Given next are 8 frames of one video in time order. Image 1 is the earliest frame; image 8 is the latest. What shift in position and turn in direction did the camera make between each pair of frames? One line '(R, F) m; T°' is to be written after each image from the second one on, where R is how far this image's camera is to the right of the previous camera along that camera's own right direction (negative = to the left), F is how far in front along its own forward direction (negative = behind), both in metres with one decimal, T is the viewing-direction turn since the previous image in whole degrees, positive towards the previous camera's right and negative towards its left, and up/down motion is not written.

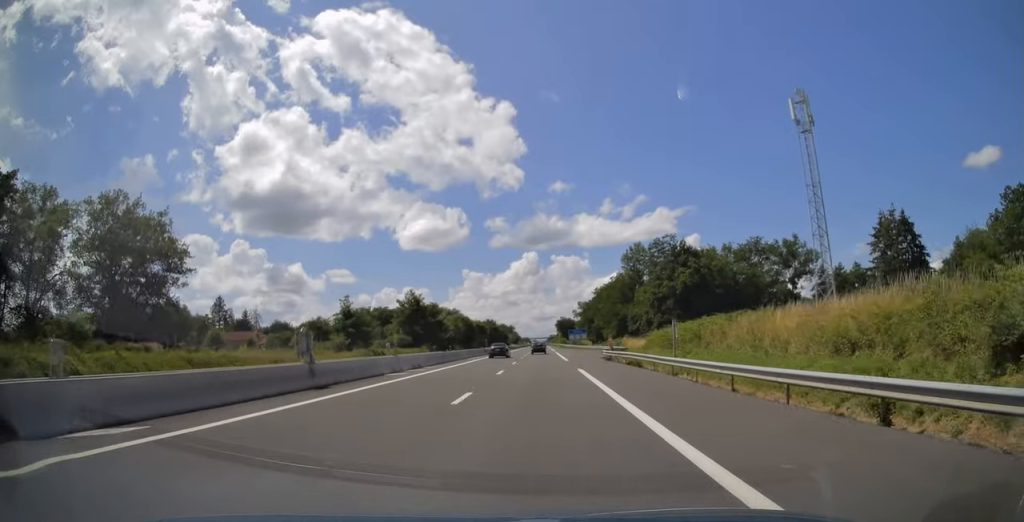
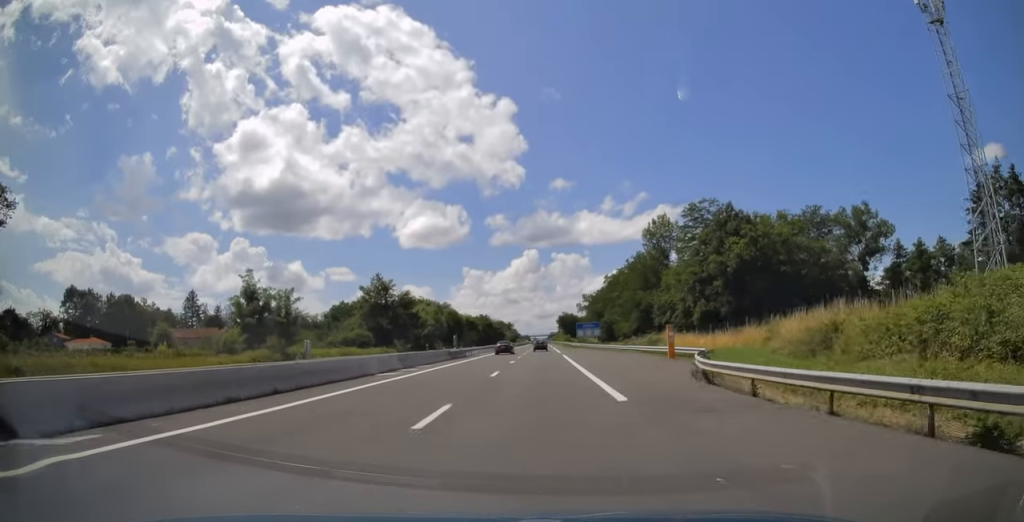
(0.0, +29.7) m; 0°
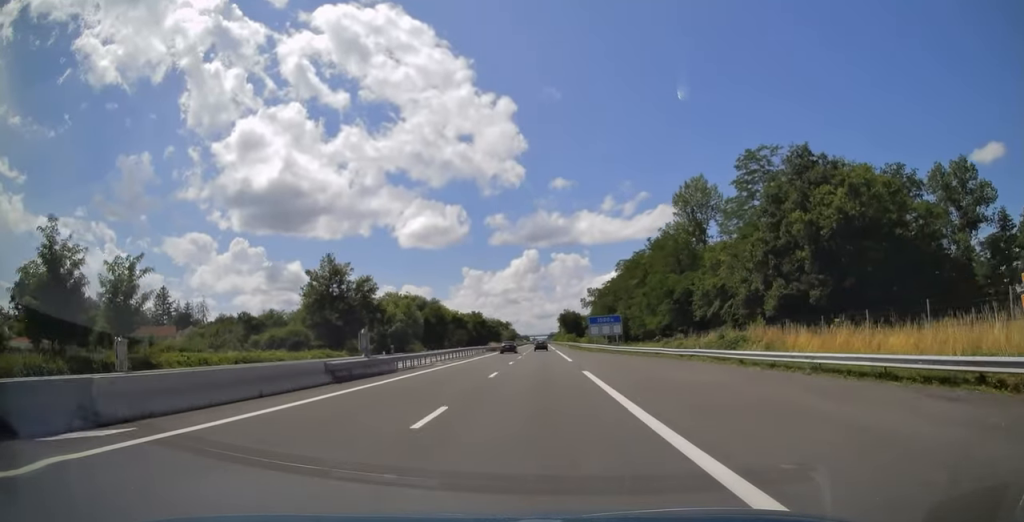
(0.0, +27.2) m; 0°
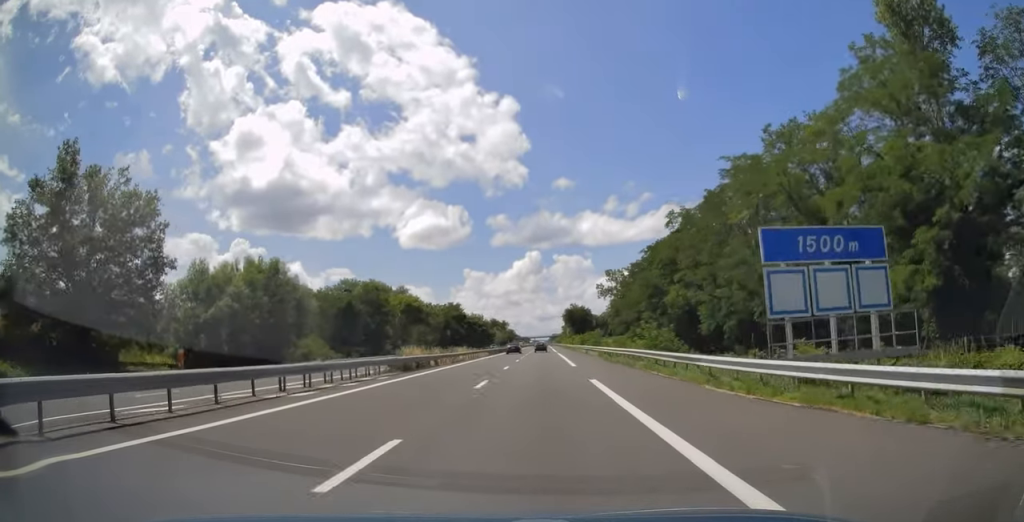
(-0.1, +55.8) m; 0°
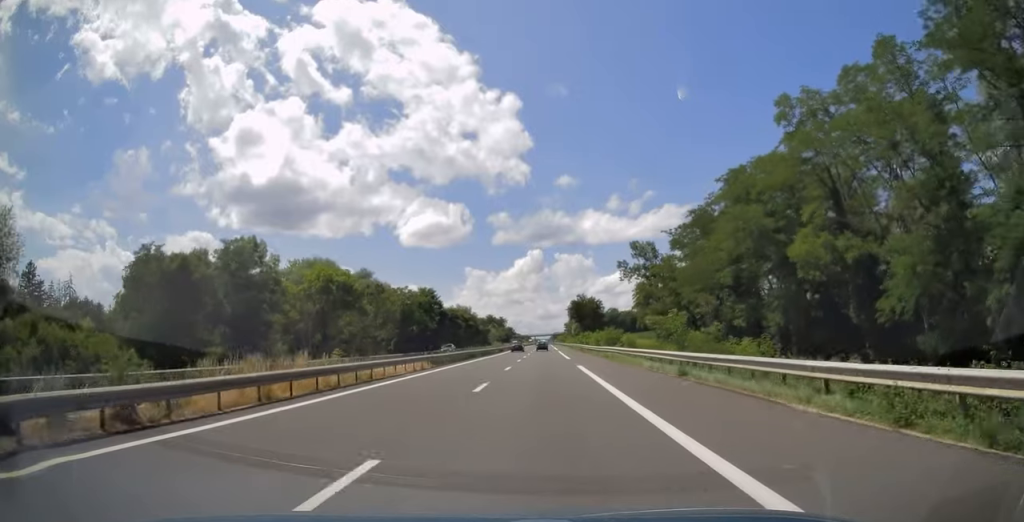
(0.0, +40.0) m; 0°
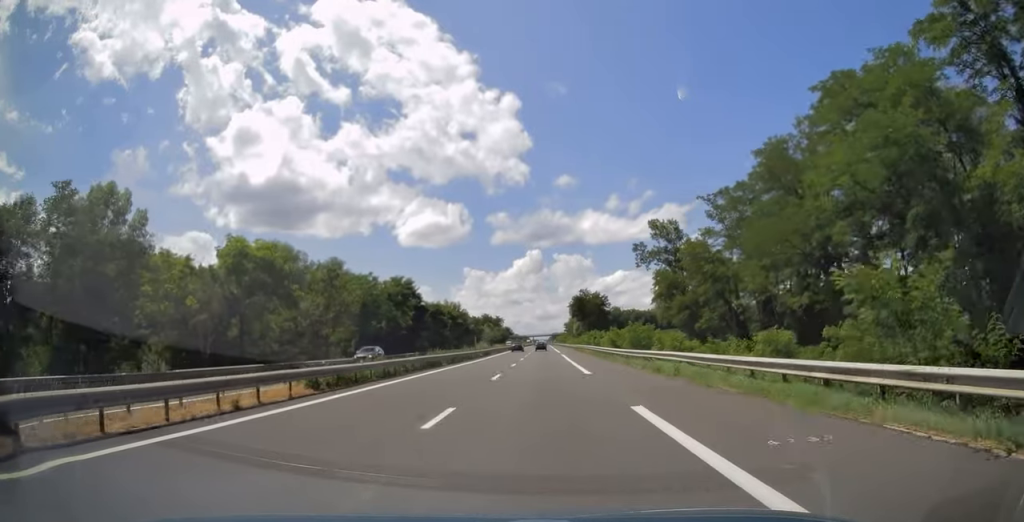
(0.0, +20.0) m; 0°
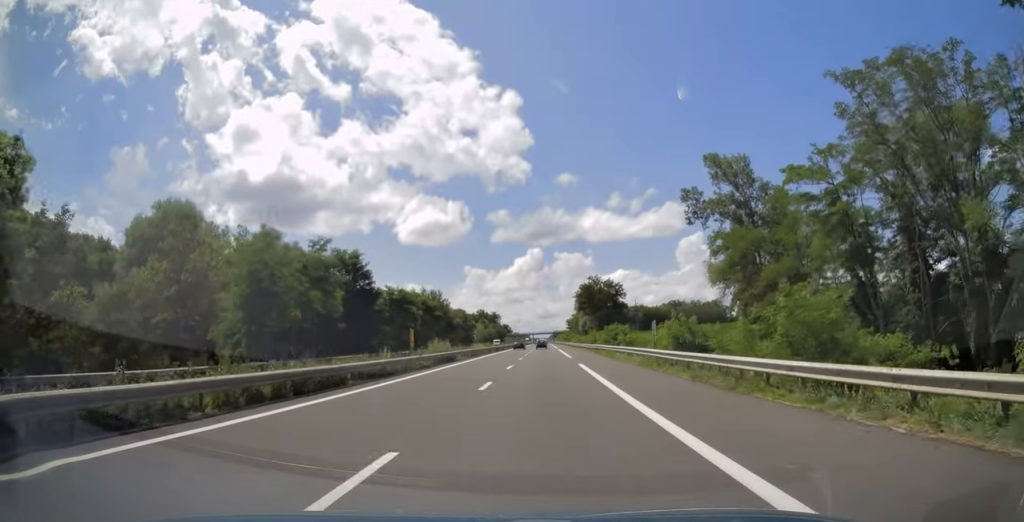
(+0.1, +30.8) m; 0°
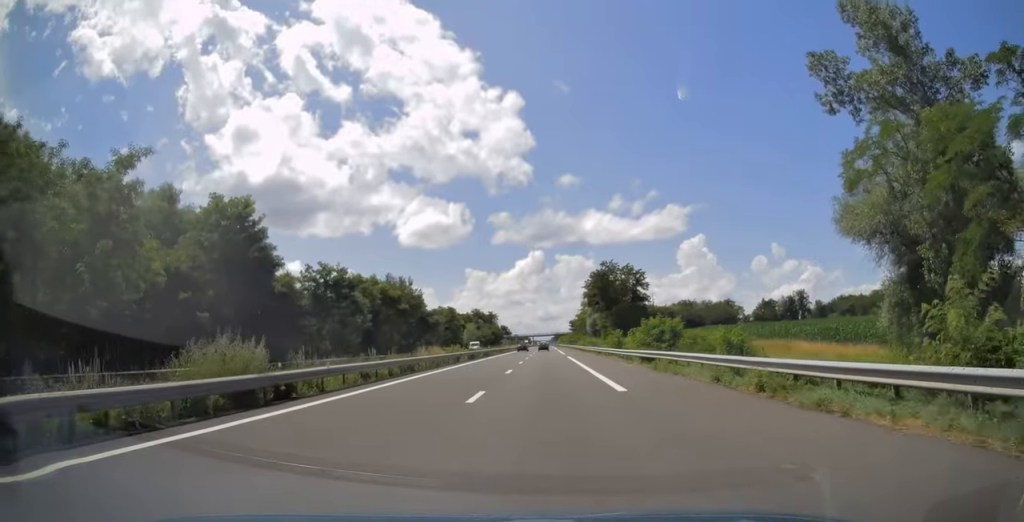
(0.0, +29.2) m; 0°
